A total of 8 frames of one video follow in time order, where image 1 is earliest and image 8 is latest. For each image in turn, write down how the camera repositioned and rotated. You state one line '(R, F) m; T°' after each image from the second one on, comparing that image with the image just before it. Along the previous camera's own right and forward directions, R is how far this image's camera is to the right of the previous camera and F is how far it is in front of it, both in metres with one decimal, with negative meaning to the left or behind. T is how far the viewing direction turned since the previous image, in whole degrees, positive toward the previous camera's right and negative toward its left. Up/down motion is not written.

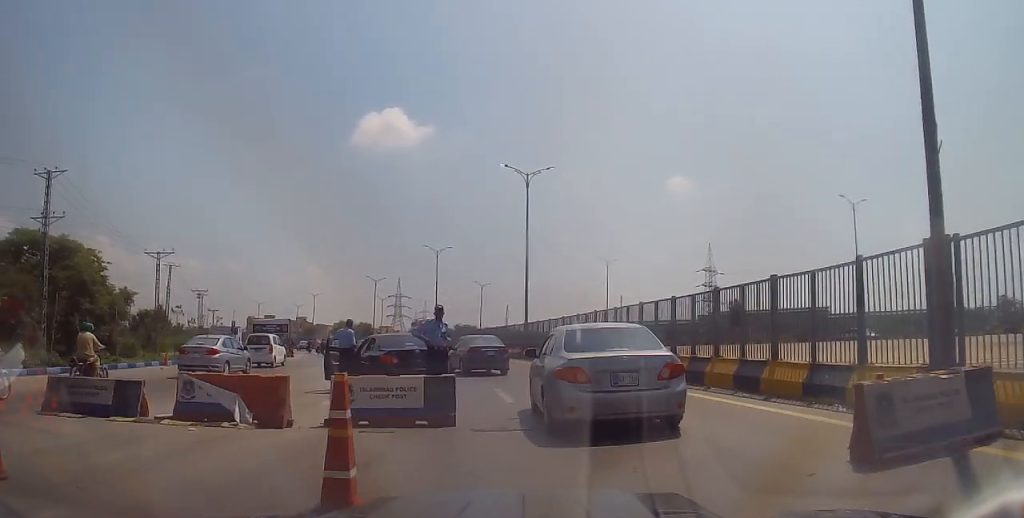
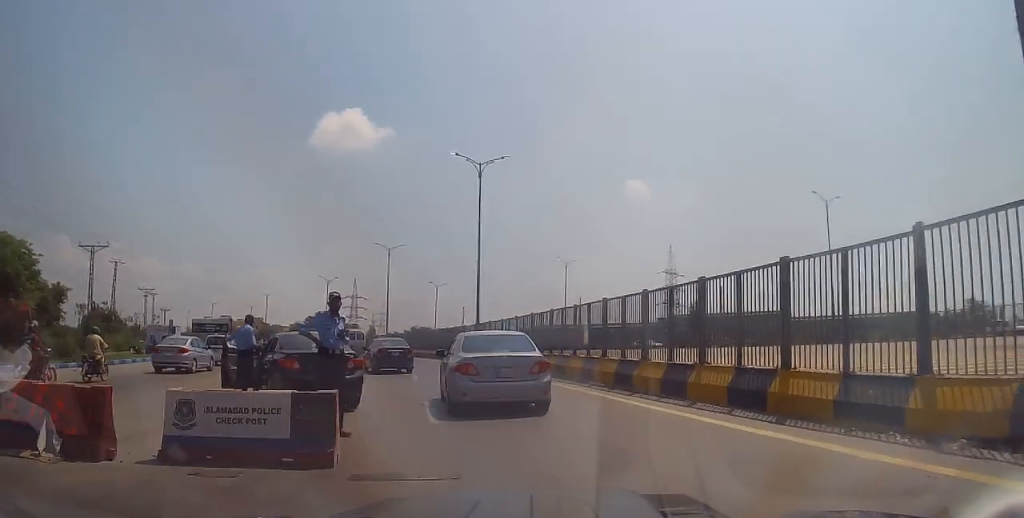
(+0.3, +3.1) m; +2°
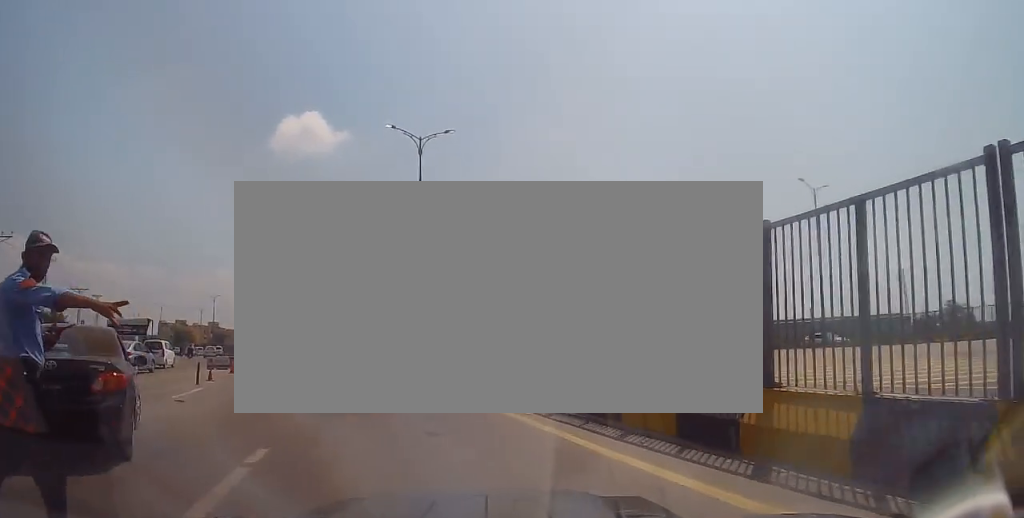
(-0.6, +5.7) m; -11°
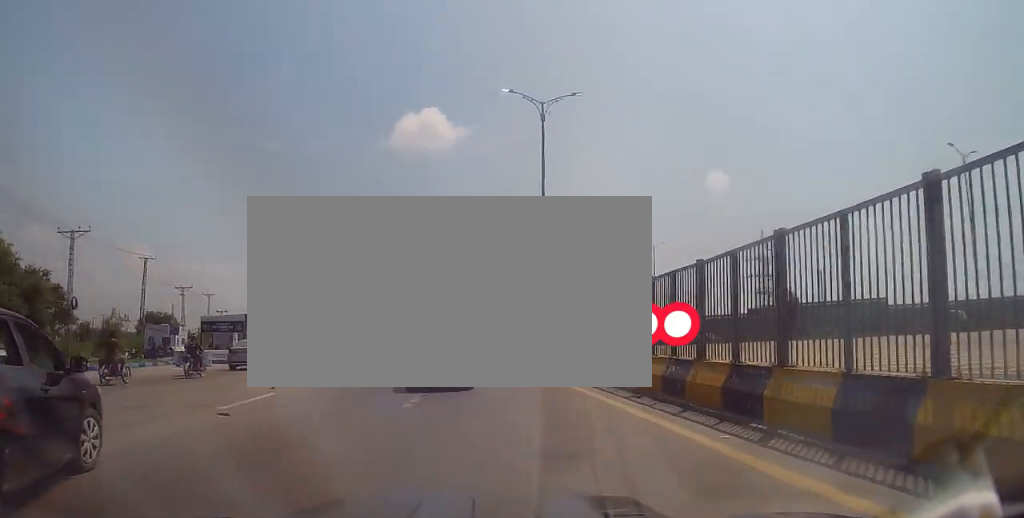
(-0.2, +4.1) m; -11°
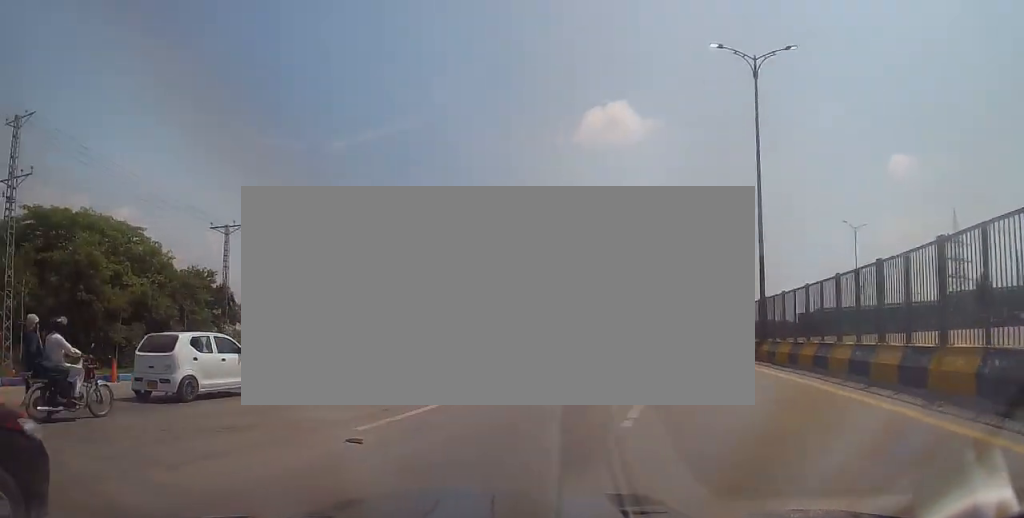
(-0.6, +3.9) m; -16°
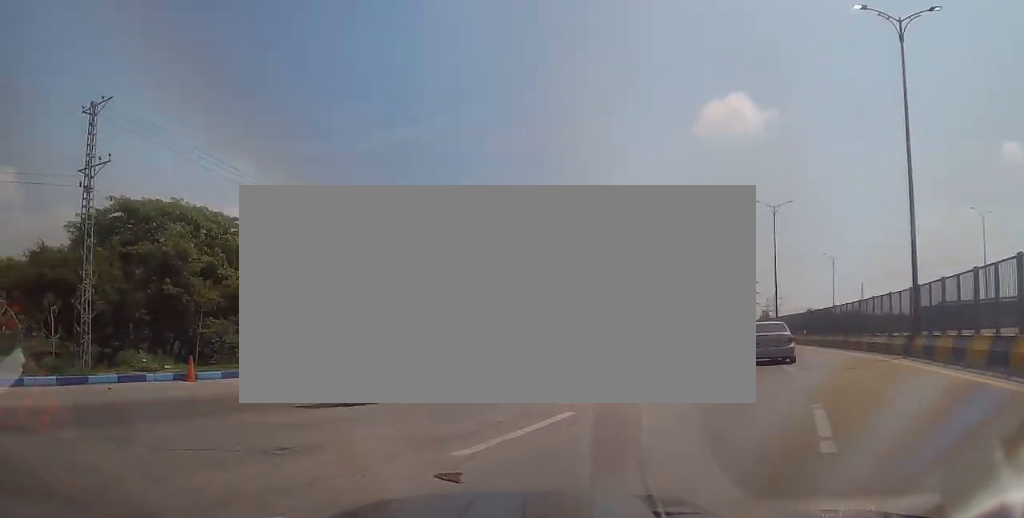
(-0.3, +2.5) m; -9°
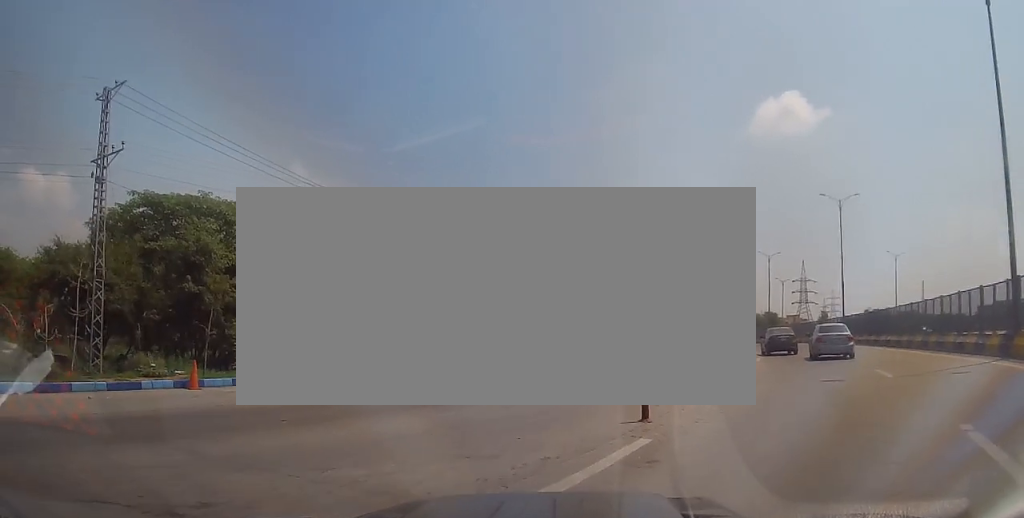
(-0.2, +2.5) m; -7°
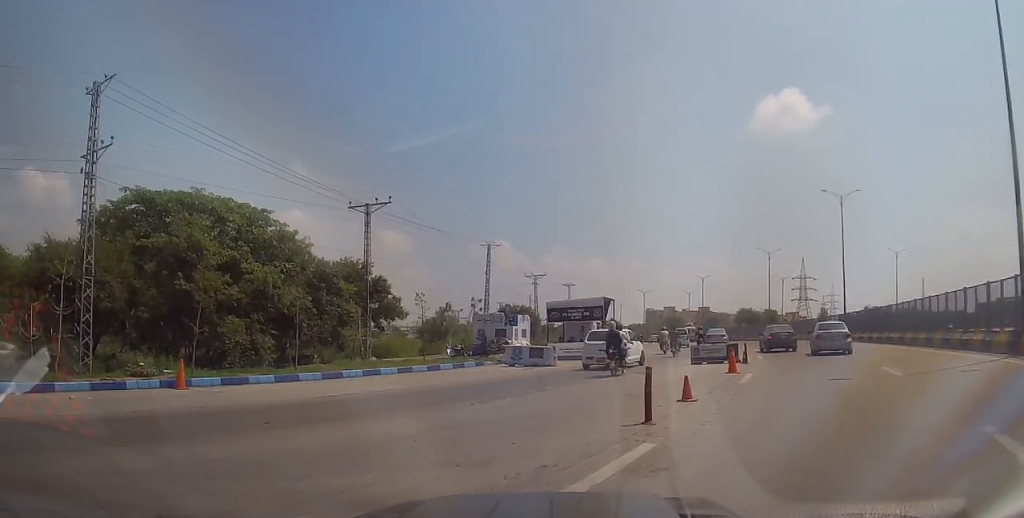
(-0.1, +0.6) m; 0°
